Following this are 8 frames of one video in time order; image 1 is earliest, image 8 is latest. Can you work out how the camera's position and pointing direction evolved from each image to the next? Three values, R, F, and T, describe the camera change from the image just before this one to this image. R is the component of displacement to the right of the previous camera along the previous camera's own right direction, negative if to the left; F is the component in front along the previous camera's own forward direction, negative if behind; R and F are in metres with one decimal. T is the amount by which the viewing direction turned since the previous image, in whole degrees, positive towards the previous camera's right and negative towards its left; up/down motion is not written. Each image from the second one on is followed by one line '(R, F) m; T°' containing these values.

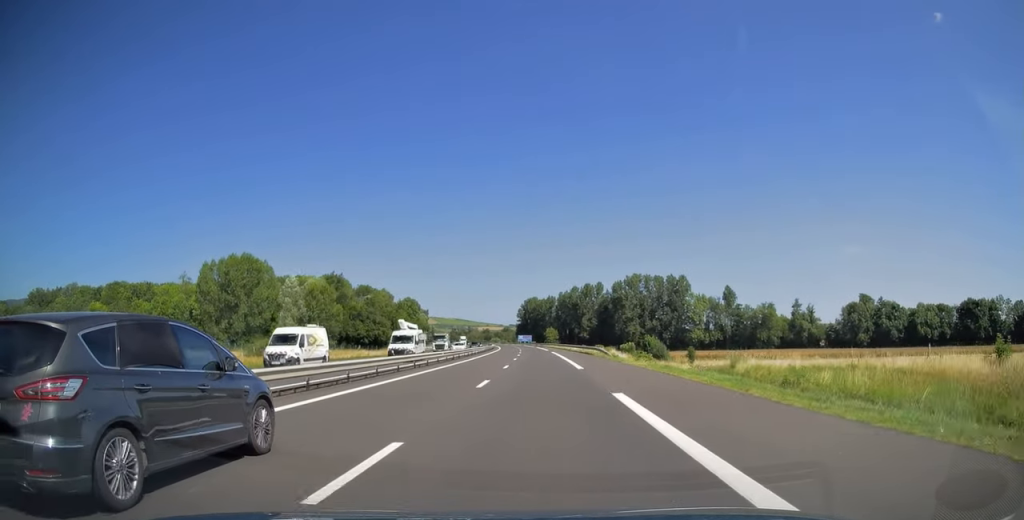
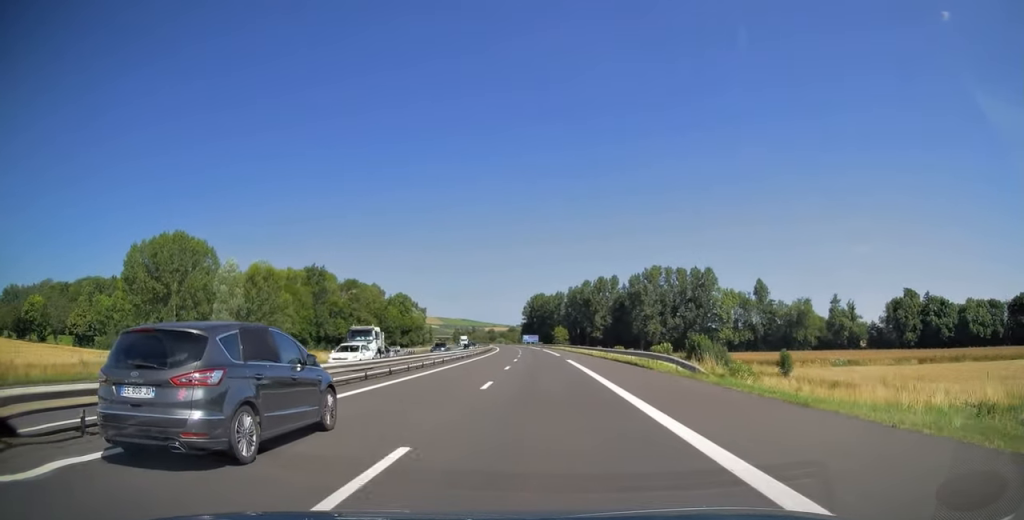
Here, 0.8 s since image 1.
(-0.1, +26.3) m; -1°
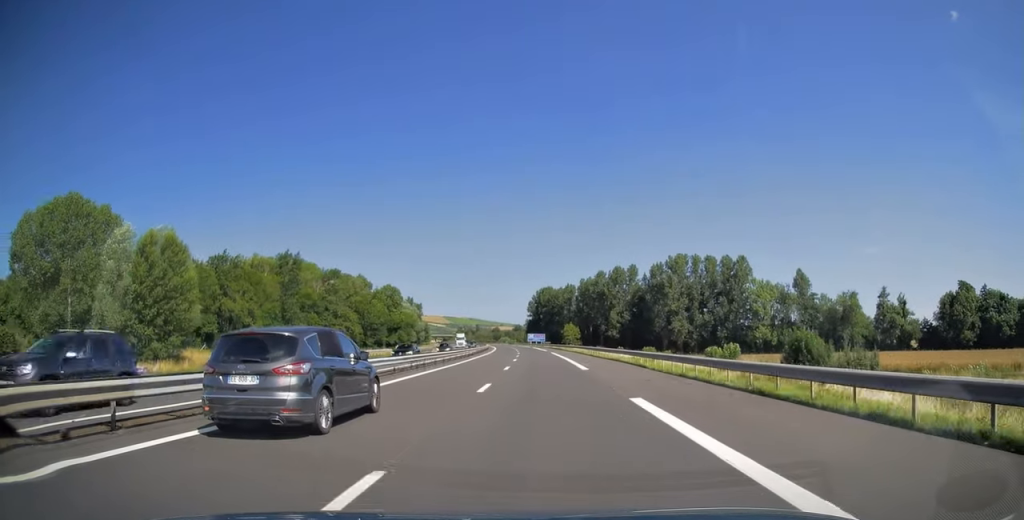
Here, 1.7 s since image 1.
(-0.2, +27.4) m; -1°
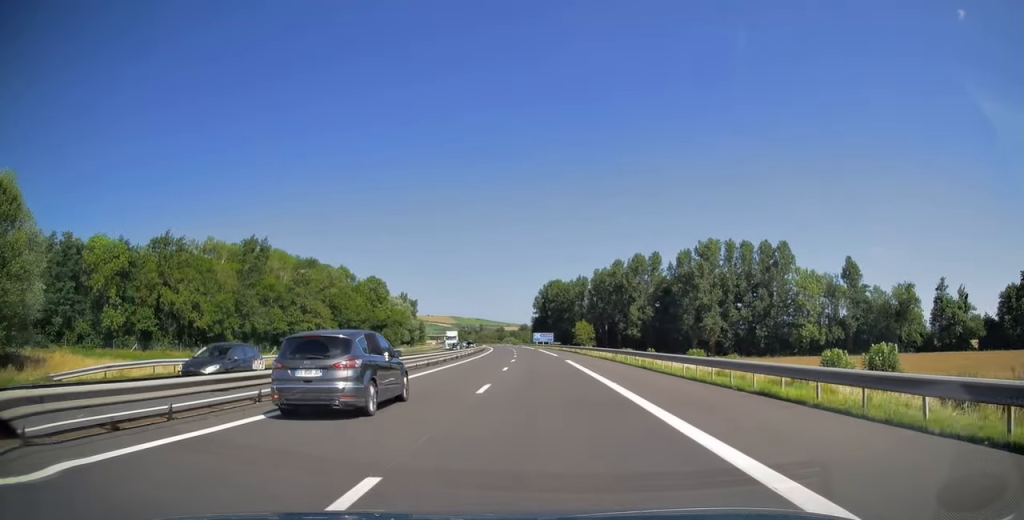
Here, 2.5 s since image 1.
(-0.2, +26.3) m; -1°
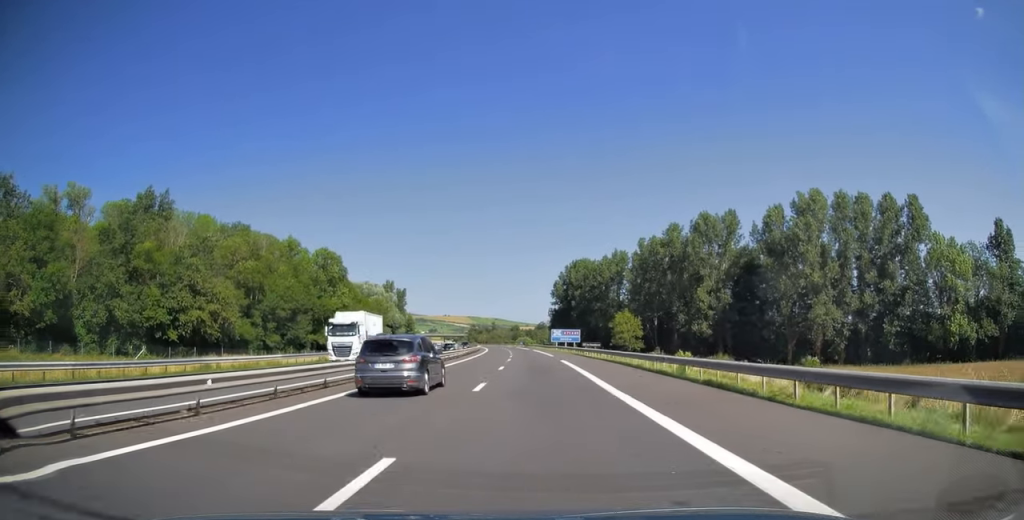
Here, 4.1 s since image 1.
(-0.4, +51.1) m; -1°
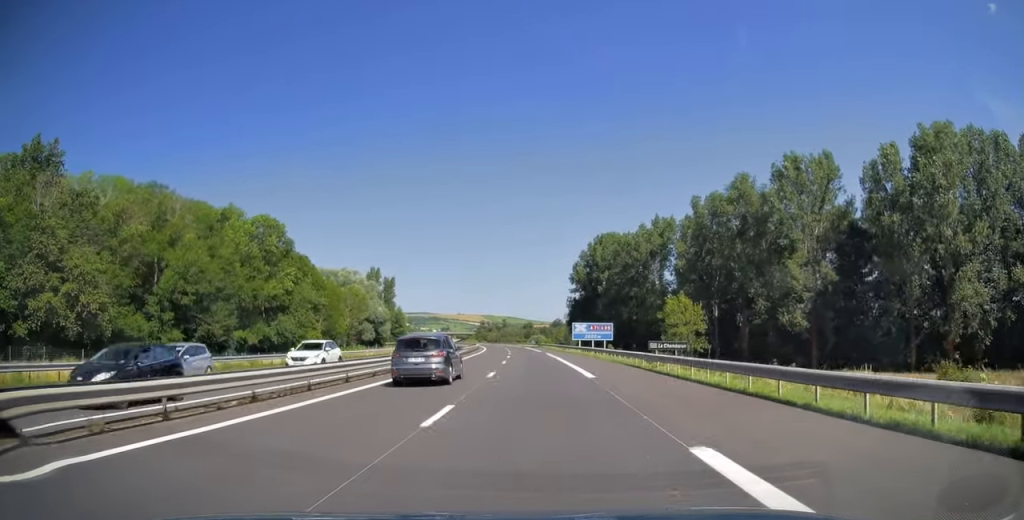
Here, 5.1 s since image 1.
(-0.3, +33.4) m; -1°
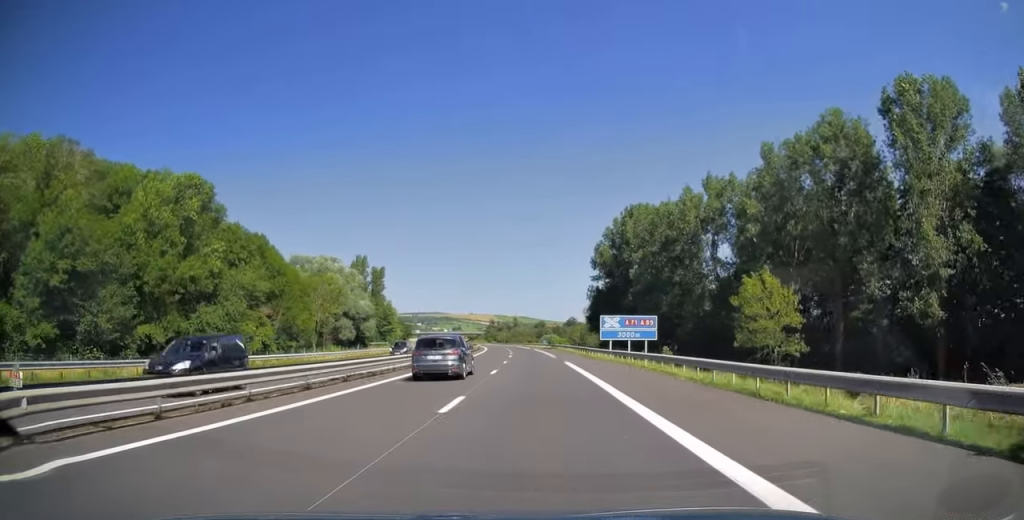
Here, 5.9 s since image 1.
(-0.3, +24.3) m; -1°
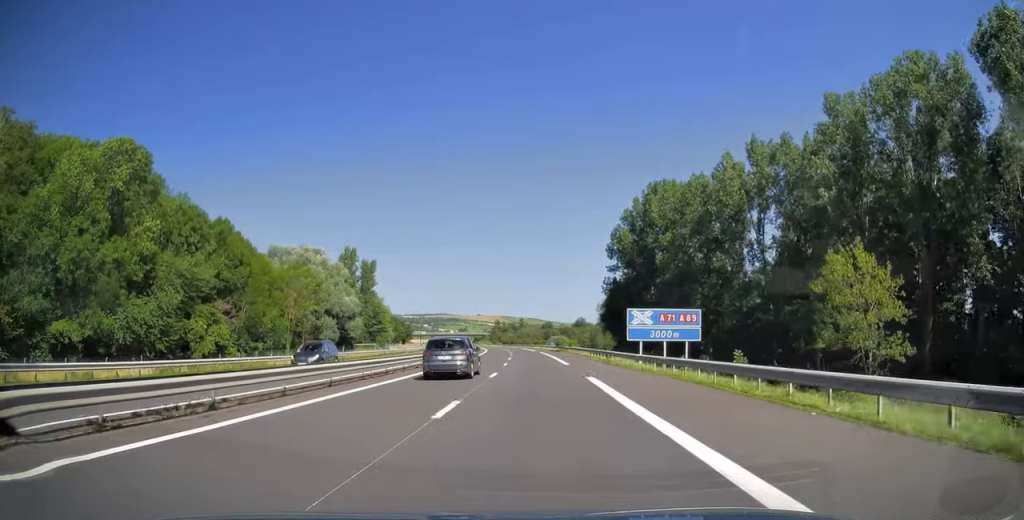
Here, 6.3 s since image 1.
(-0.1, +14.1) m; -1°
